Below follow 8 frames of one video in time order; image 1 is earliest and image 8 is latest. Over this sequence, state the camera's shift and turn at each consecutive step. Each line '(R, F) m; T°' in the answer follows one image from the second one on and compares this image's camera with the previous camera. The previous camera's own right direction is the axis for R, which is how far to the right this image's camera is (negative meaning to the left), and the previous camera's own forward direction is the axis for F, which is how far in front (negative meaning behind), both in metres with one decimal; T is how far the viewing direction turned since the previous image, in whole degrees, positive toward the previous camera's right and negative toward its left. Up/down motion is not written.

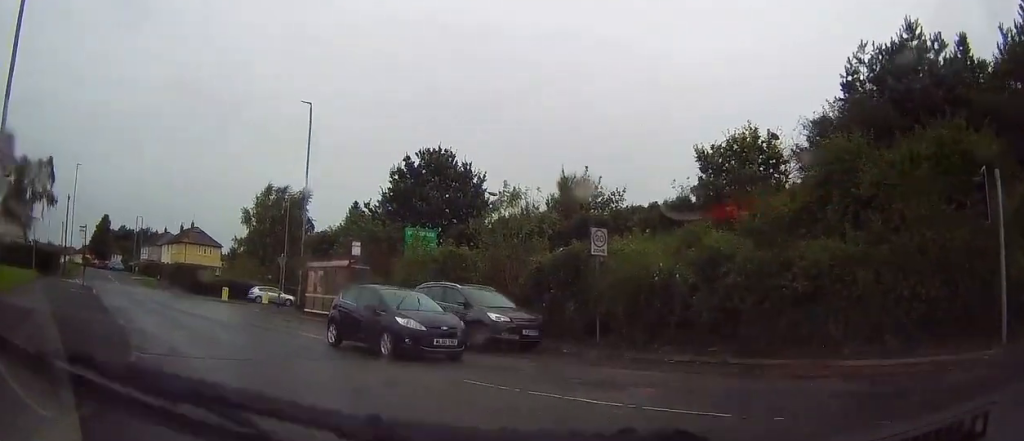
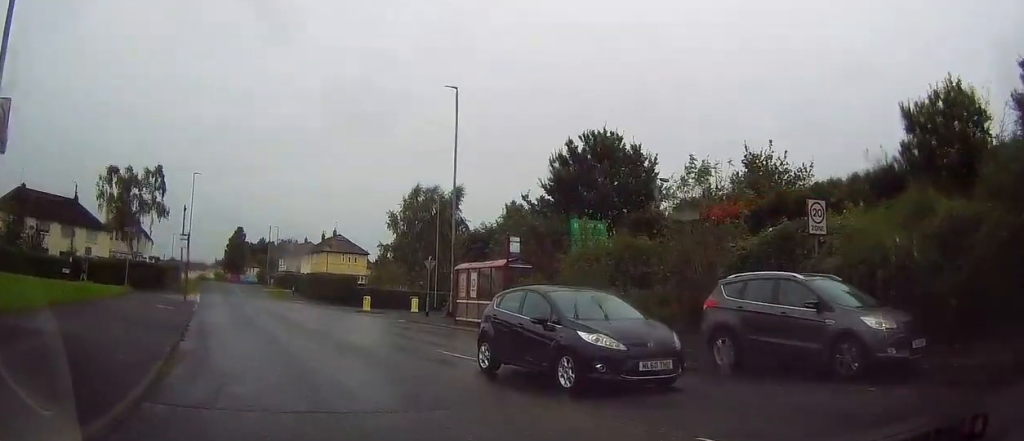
(-0.3, +4.1) m; -13°
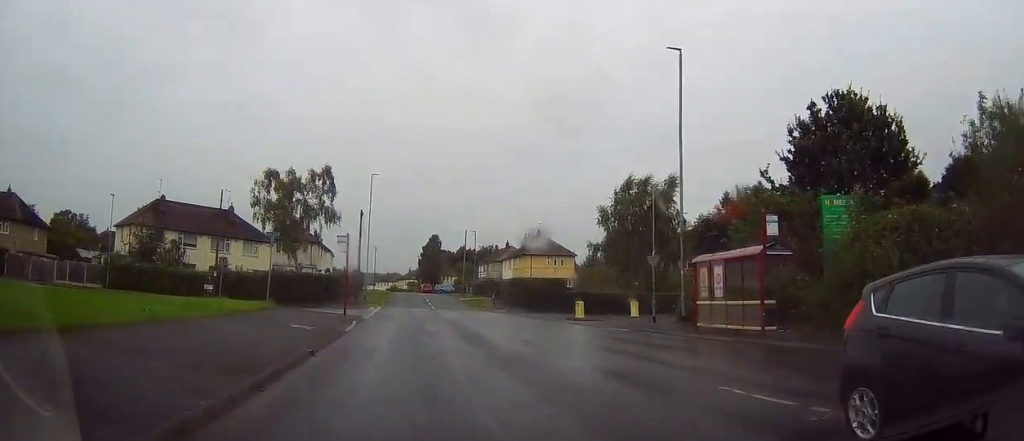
(-0.9, +5.8) m; -16°
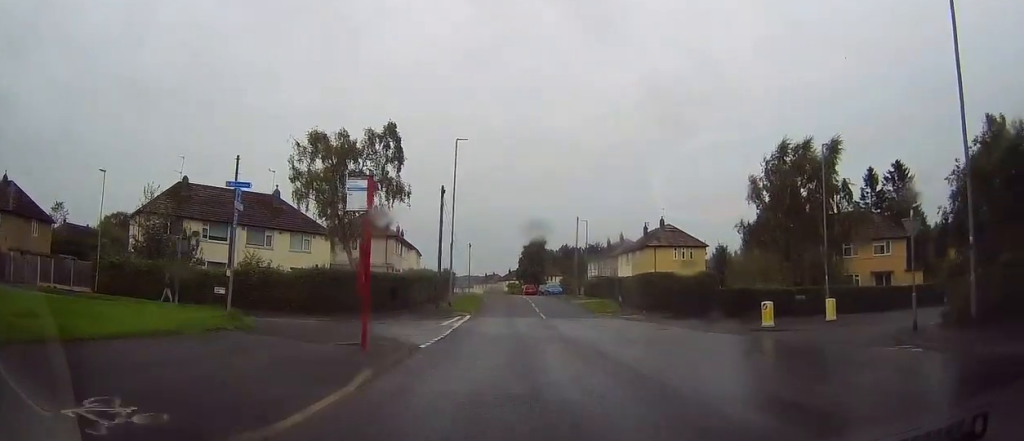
(-2.0, +13.2) m; -11°
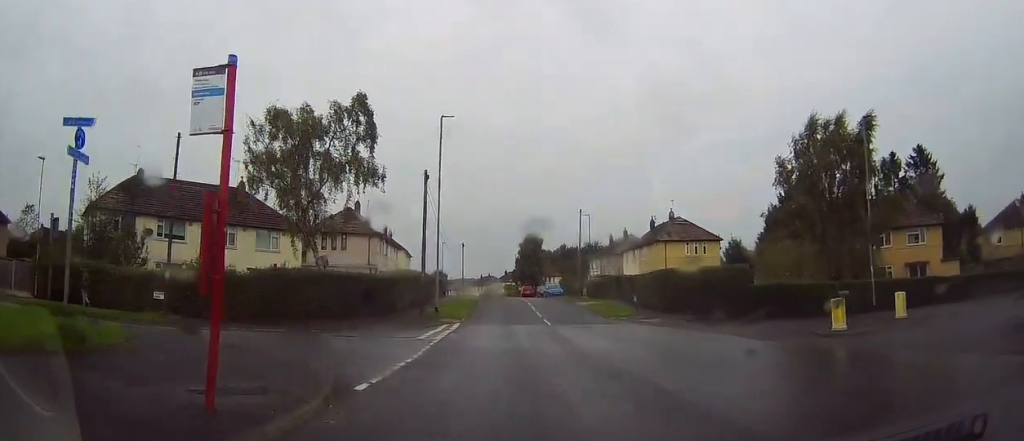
(0.0, +5.8) m; 0°
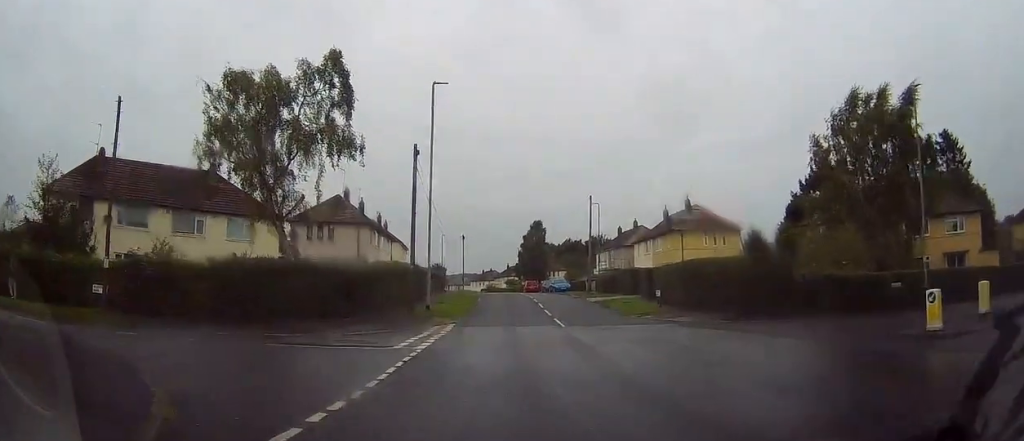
(0.0, +5.0) m; -2°
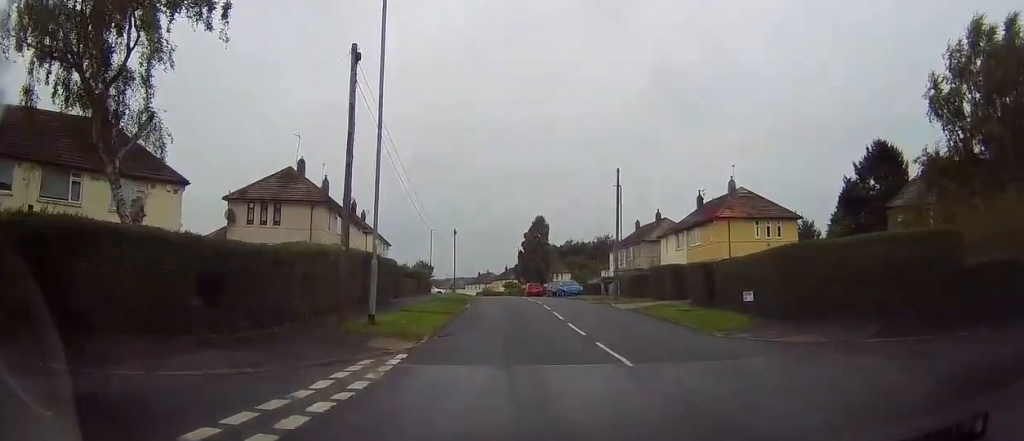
(-0.5, +12.3) m; -2°
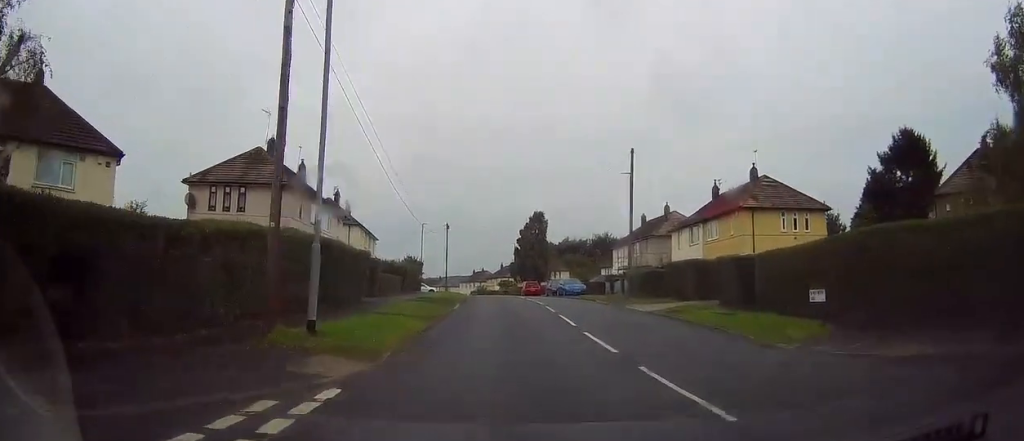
(+0.1, +5.2) m; +1°
